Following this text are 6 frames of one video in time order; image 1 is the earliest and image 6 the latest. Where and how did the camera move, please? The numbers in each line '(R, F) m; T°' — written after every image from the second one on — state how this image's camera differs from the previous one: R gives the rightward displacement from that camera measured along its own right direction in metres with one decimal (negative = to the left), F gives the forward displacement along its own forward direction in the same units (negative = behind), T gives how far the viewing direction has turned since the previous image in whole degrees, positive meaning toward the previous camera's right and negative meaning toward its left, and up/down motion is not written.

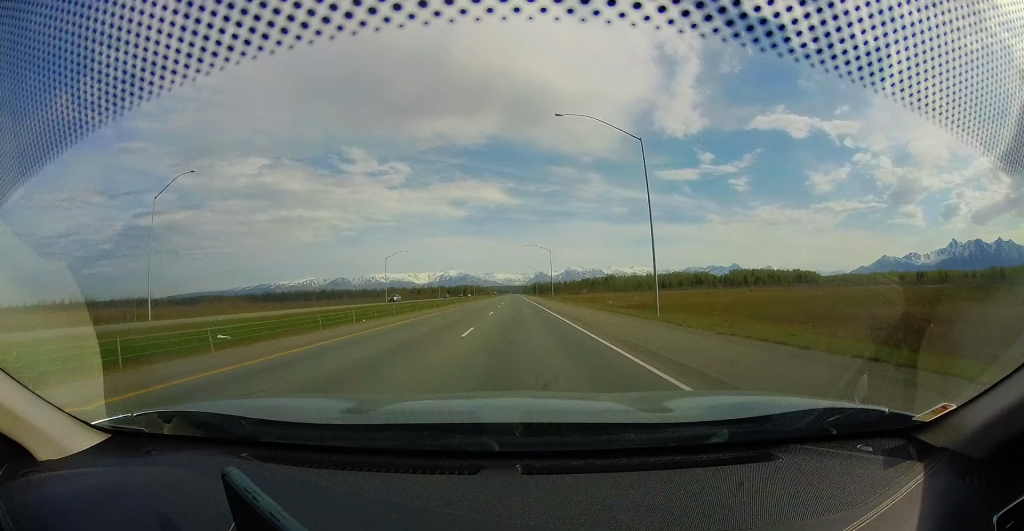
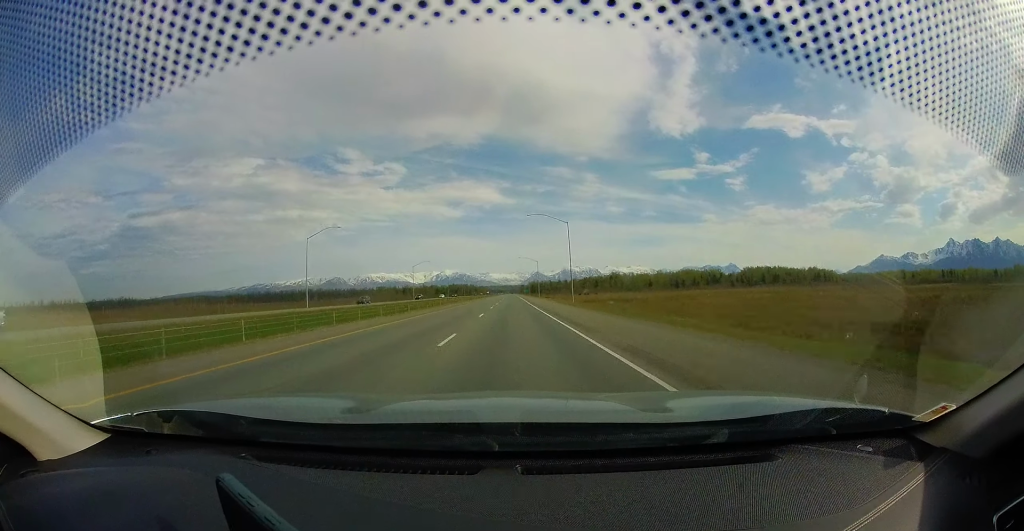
(+0.6, +51.0) m; 0°
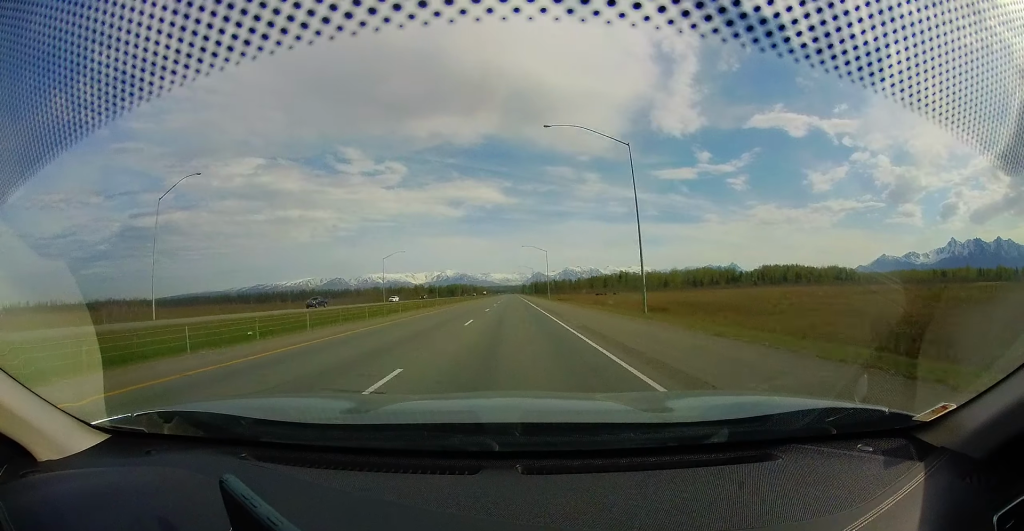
(-0.4, +42.4) m; -1°
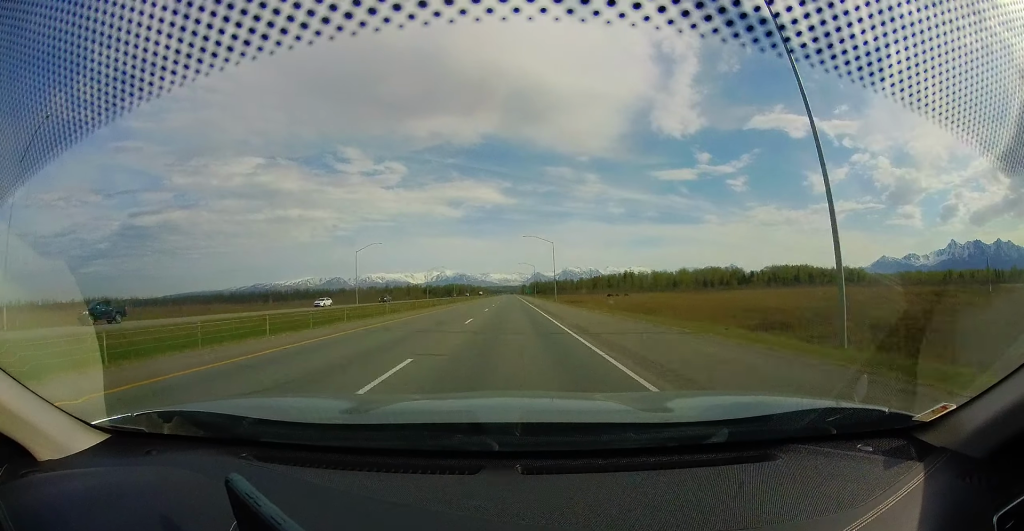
(0.0, +23.3) m; 0°
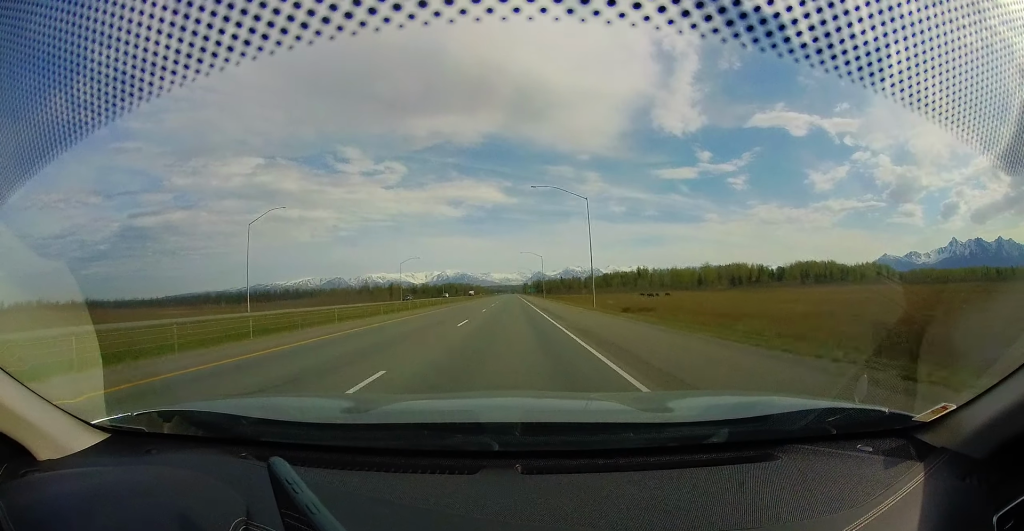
(+0.2, +49.8) m; 0°
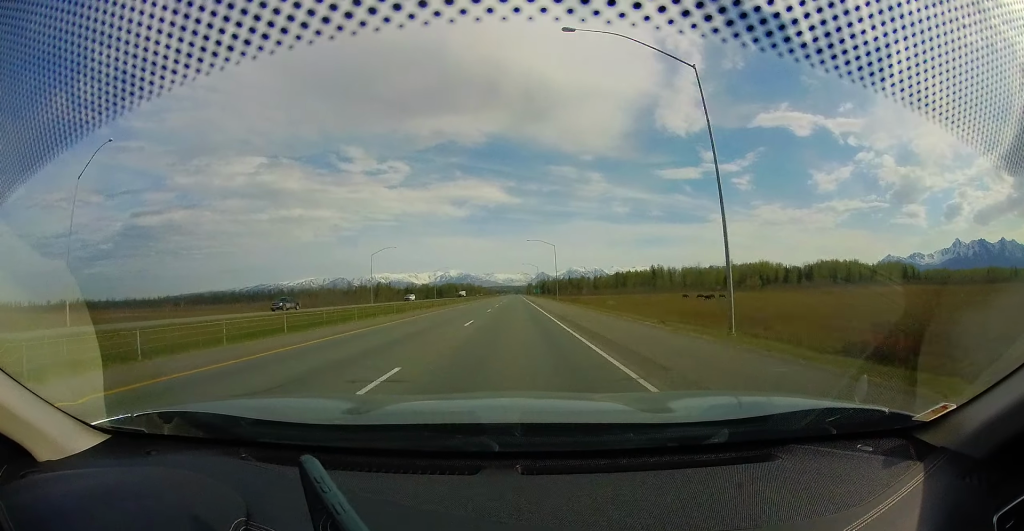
(-0.3, +36.0) m; -1°
